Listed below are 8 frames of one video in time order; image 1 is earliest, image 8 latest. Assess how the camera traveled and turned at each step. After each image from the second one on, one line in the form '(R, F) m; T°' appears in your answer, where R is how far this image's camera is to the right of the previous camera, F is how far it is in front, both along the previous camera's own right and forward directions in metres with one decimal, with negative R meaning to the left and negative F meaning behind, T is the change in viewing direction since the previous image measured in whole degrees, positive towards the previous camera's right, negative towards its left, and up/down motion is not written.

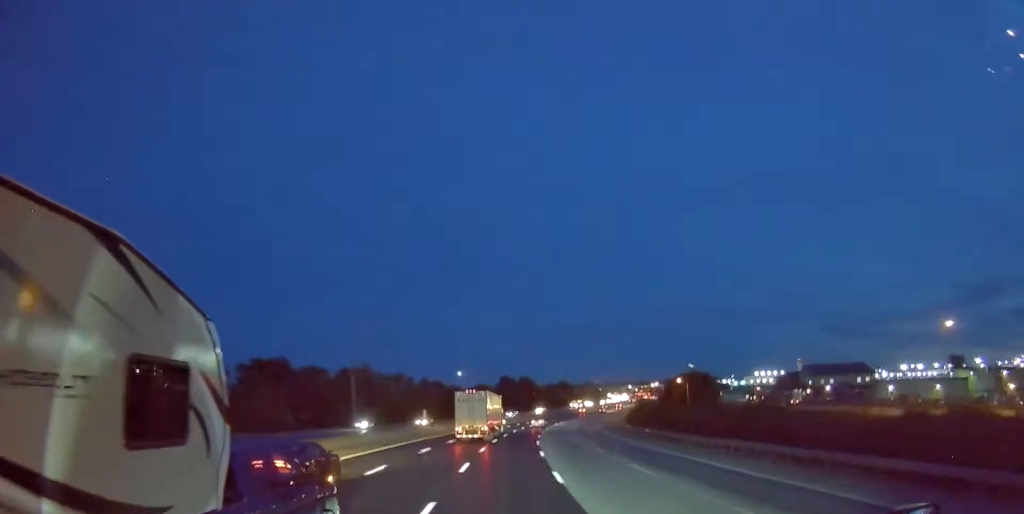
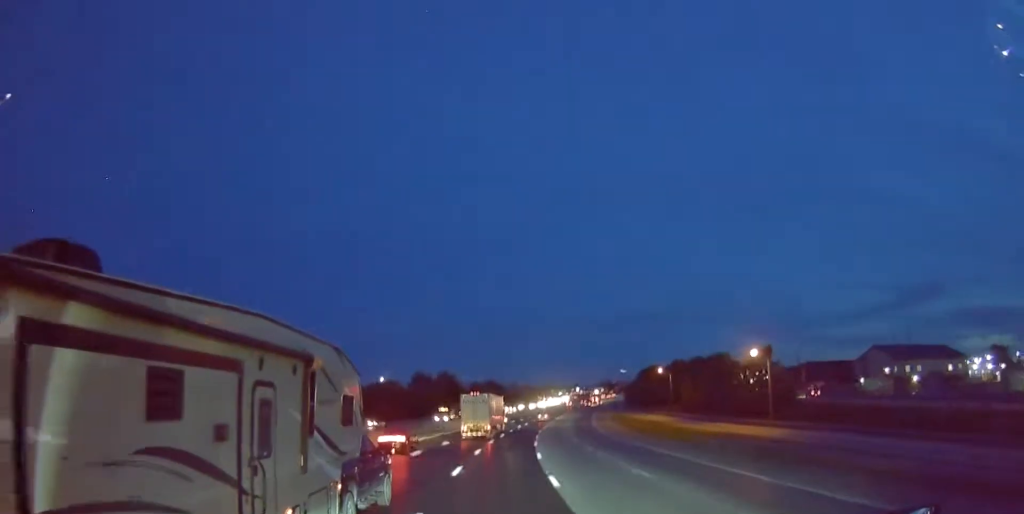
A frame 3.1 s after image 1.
(+5.2, +75.7) m; +9°
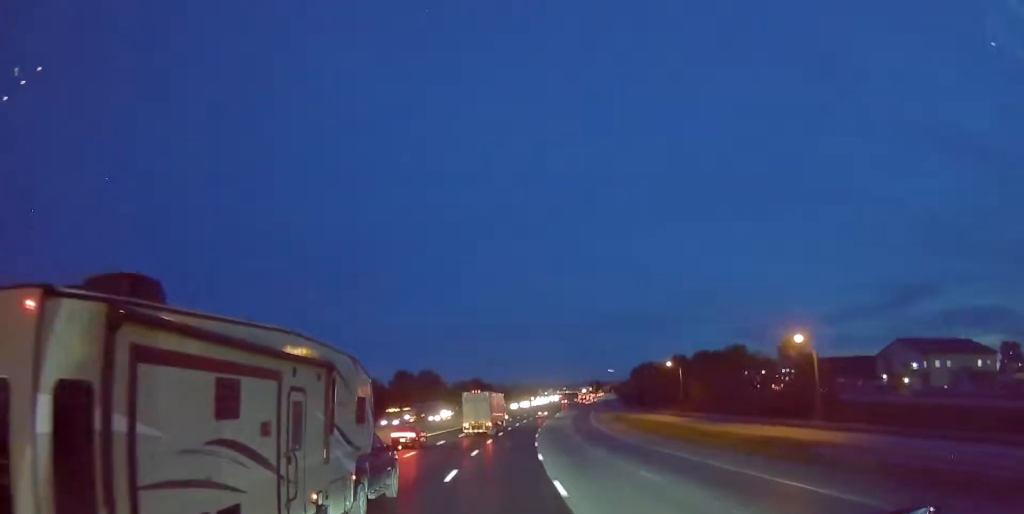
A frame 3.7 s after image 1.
(+0.1, +14.2) m; +2°
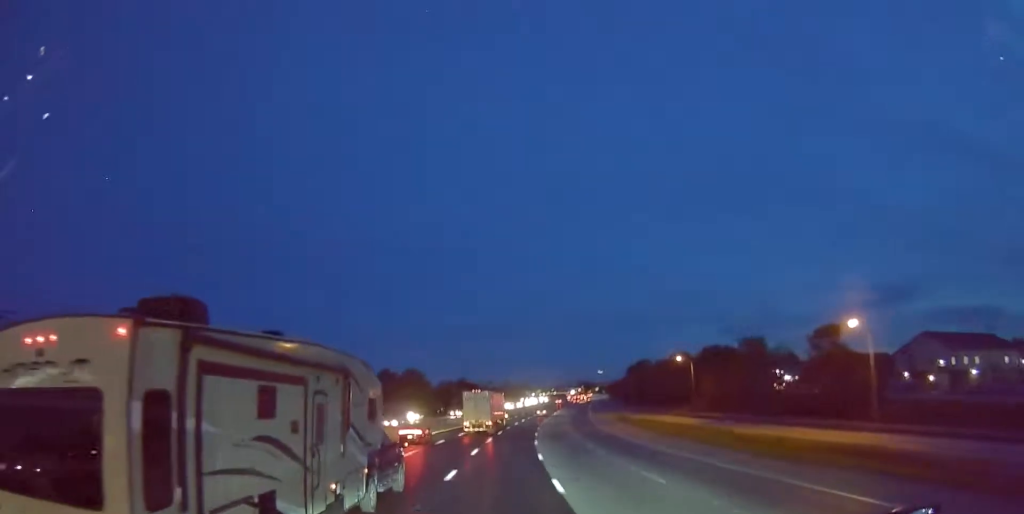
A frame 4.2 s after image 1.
(+0.7, +12.2) m; +2°
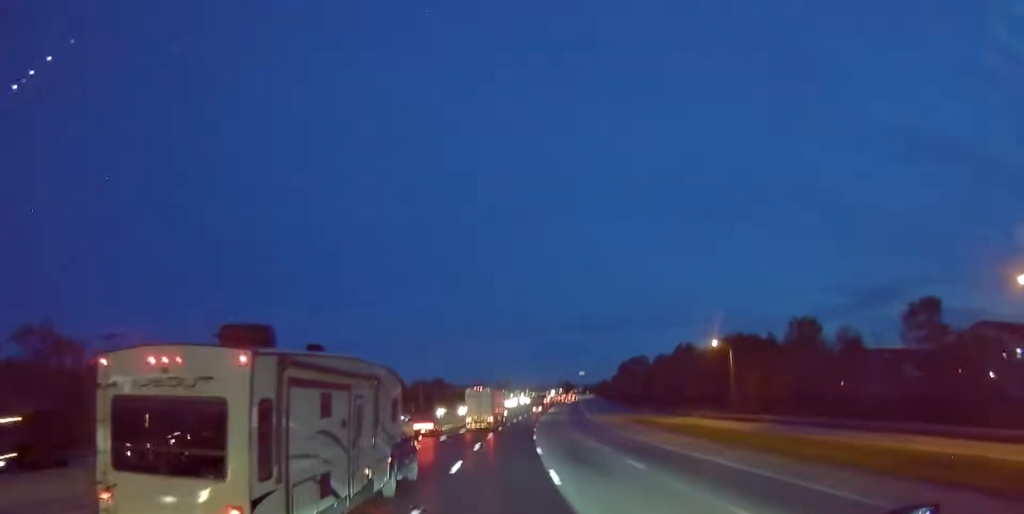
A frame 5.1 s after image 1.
(+0.1, +23.3) m; +2°
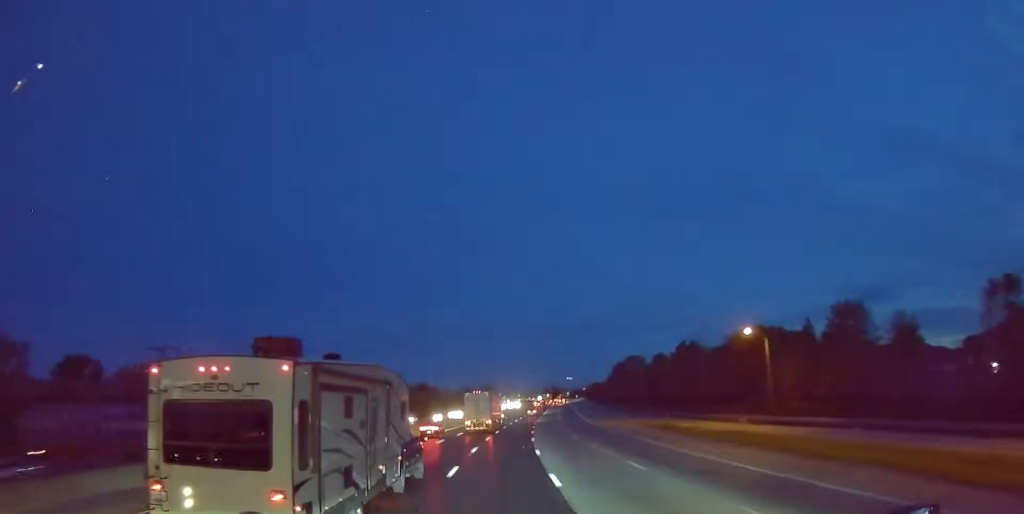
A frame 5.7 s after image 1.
(0.0, +12.6) m; +1°
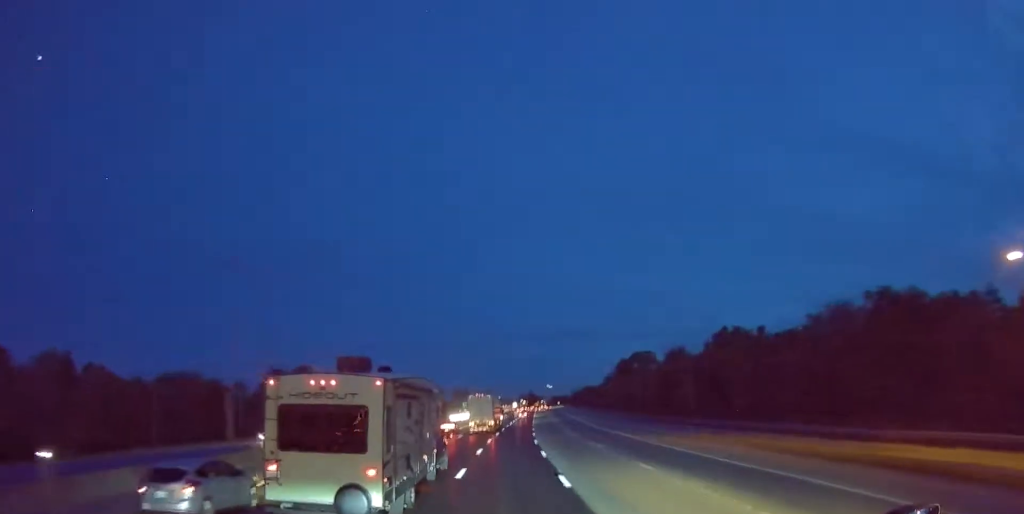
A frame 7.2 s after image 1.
(+1.1, +37.7) m; +2°
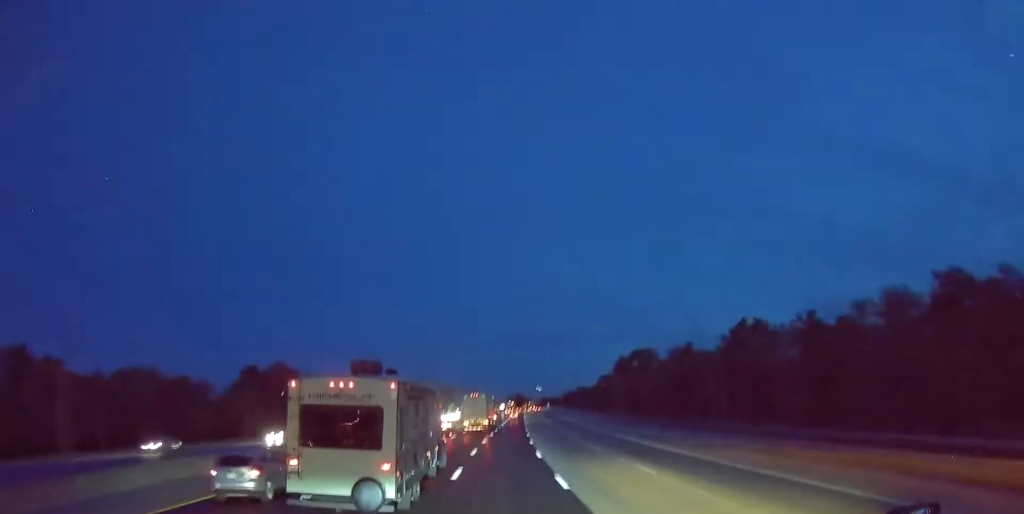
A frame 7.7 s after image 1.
(+0.1, +12.4) m; +1°
